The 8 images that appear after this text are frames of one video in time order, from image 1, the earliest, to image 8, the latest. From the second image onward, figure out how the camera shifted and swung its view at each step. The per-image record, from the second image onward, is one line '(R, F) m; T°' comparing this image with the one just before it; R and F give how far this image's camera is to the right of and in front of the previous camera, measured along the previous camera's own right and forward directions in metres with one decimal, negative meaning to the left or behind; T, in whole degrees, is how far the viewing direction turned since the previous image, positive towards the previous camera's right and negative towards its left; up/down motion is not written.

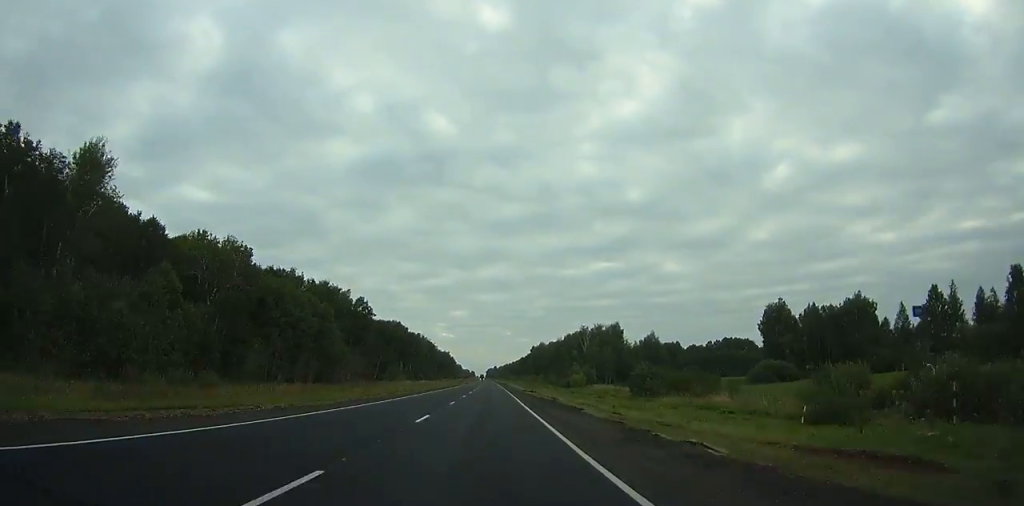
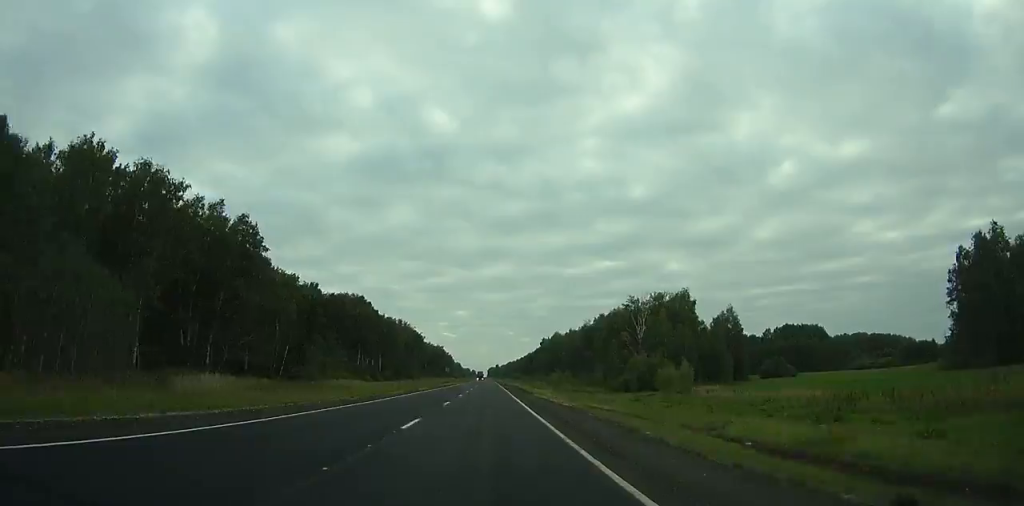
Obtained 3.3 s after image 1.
(-0.1, +74.5) m; 0°
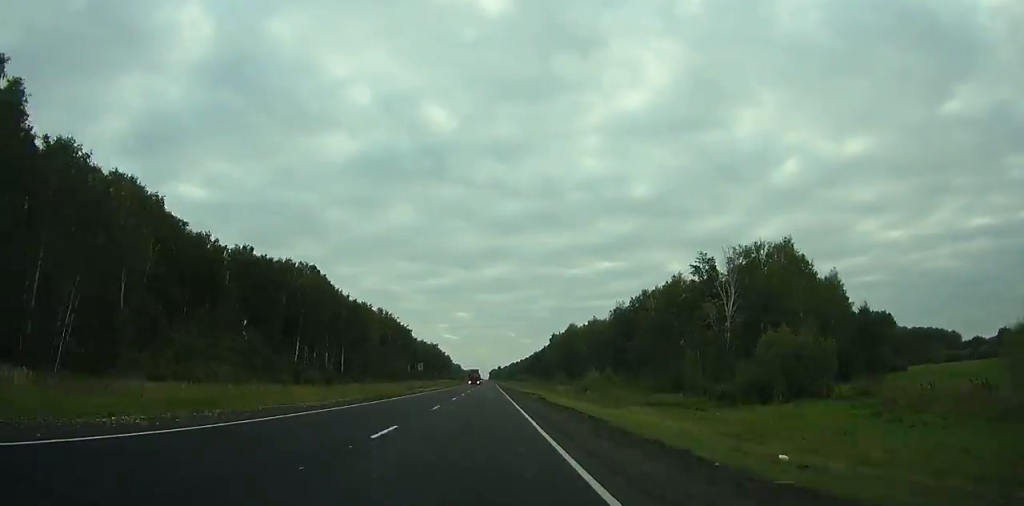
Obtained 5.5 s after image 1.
(-0.1, +49.8) m; 0°
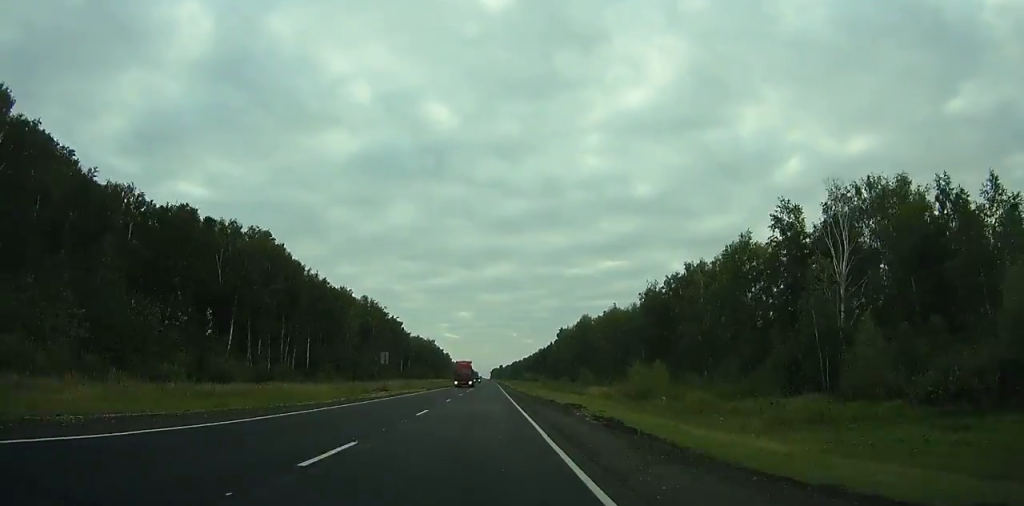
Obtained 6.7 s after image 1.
(+0.1, +27.3) m; 0°
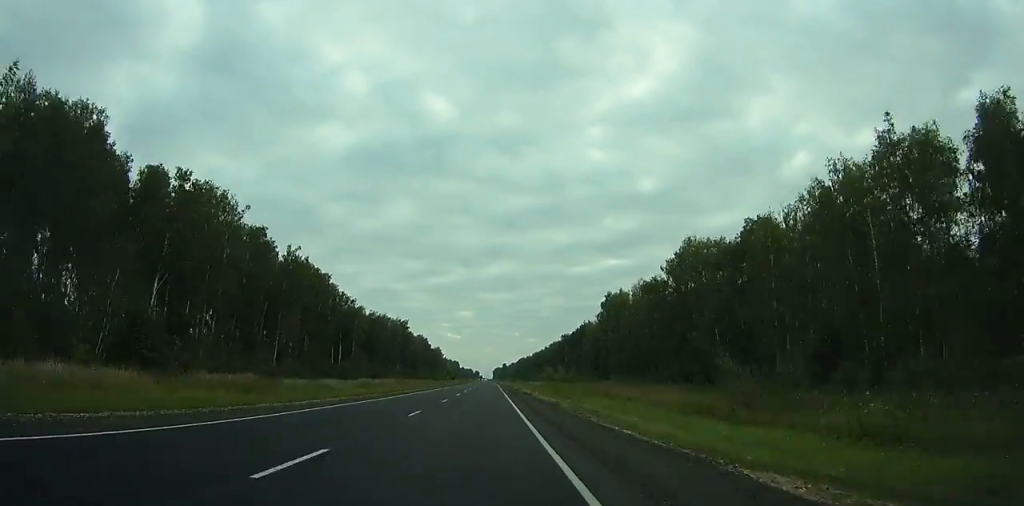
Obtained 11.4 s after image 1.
(-0.6, +107.5) m; -1°
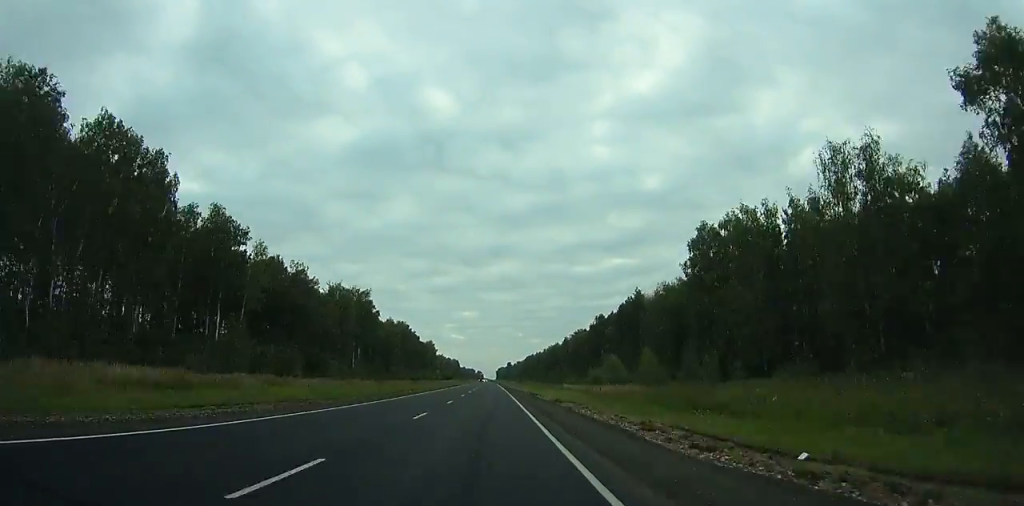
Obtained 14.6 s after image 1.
(-0.4, +73.6) m; 0°
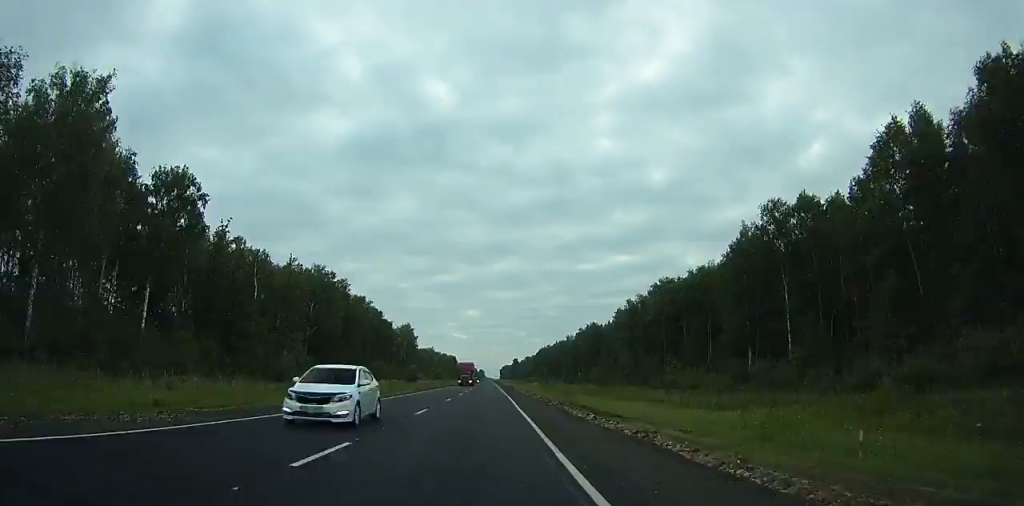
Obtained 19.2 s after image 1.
(-0.1, +106.2) m; 0°
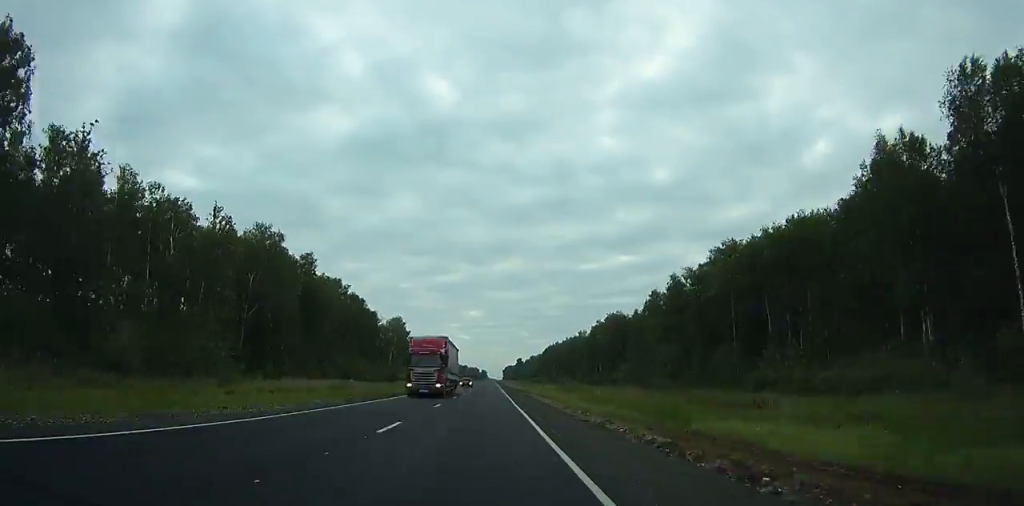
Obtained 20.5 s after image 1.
(0.0, +30.1) m; 0°
